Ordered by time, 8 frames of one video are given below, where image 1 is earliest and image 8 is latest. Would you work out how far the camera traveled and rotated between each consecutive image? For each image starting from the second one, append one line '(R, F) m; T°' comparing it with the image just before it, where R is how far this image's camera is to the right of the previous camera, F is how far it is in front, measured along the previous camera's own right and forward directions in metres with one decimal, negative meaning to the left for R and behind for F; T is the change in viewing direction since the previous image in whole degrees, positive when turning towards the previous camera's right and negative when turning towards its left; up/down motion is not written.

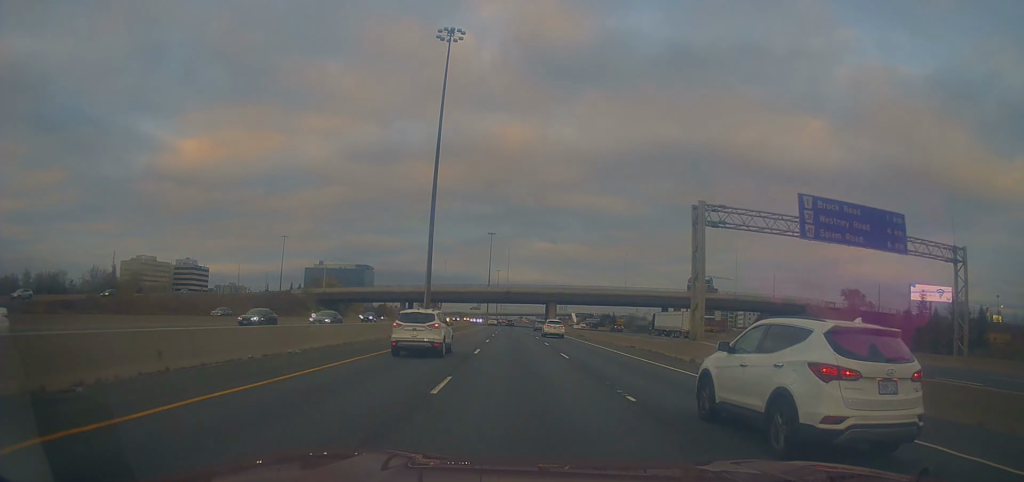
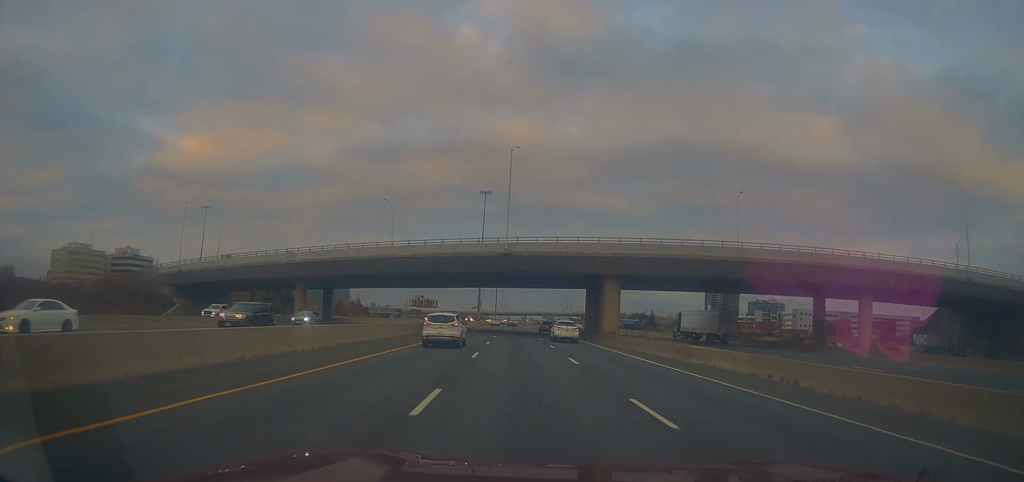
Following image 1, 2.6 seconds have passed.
(-1.4, +76.0) m; 0°
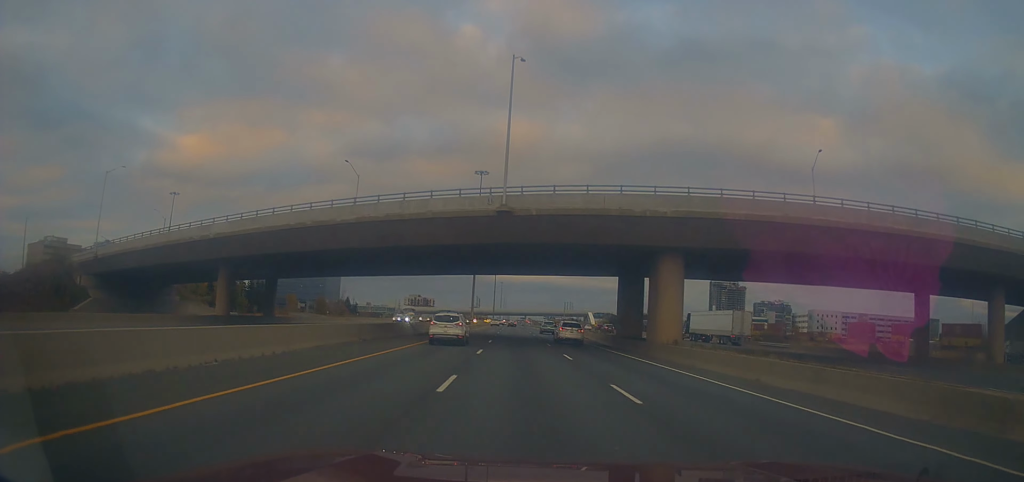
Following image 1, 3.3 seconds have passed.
(+0.2, +21.7) m; 0°
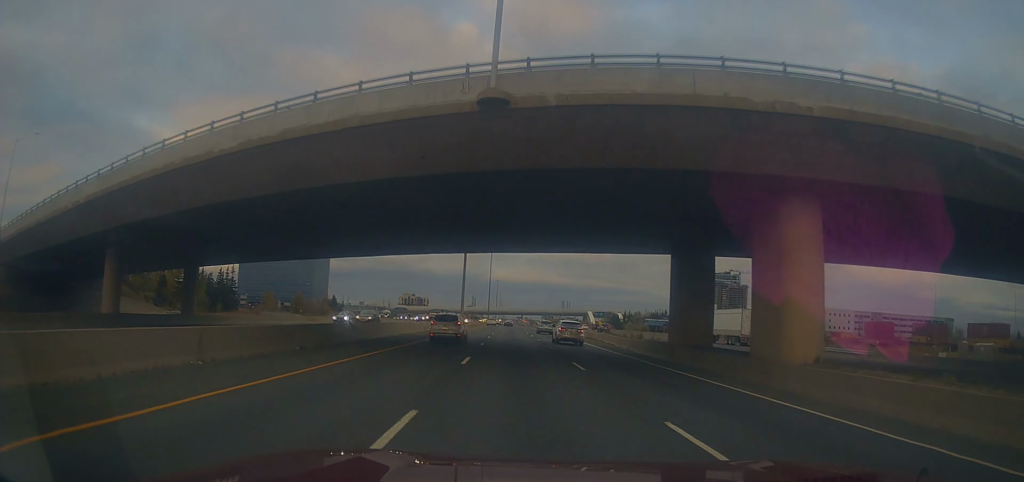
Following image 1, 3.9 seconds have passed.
(+0.2, +17.8) m; -1°
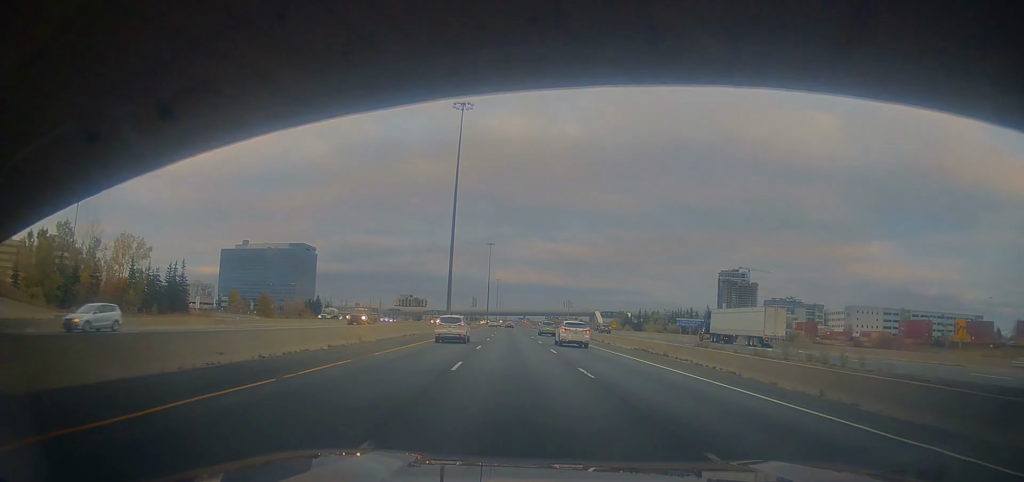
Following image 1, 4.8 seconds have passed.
(-0.6, +26.7) m; -2°
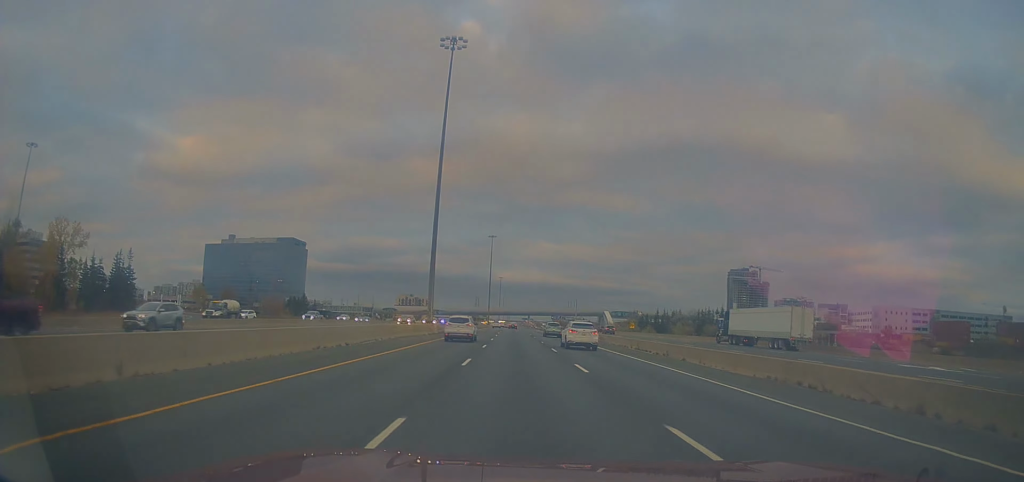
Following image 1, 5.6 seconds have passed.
(-0.2, +22.7) m; +1°
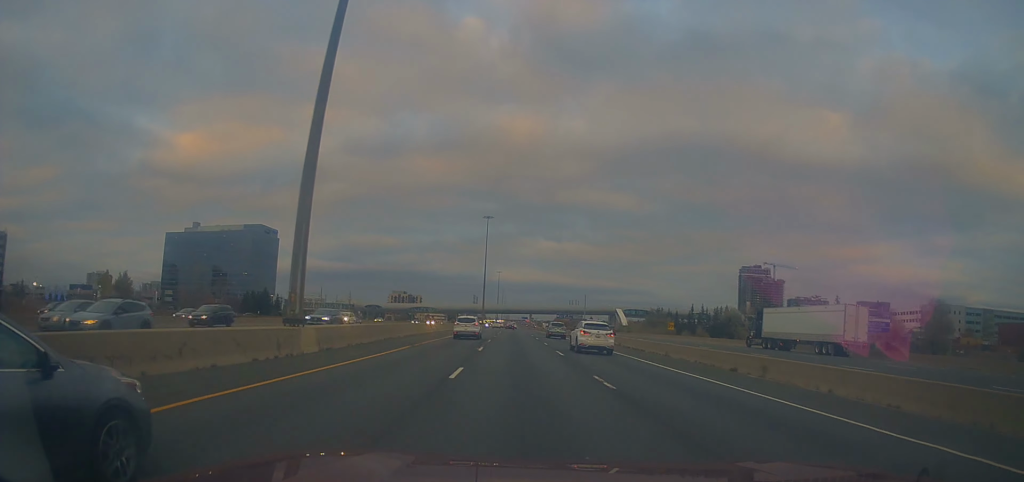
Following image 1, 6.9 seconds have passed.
(+0.9, +40.4) m; +1°
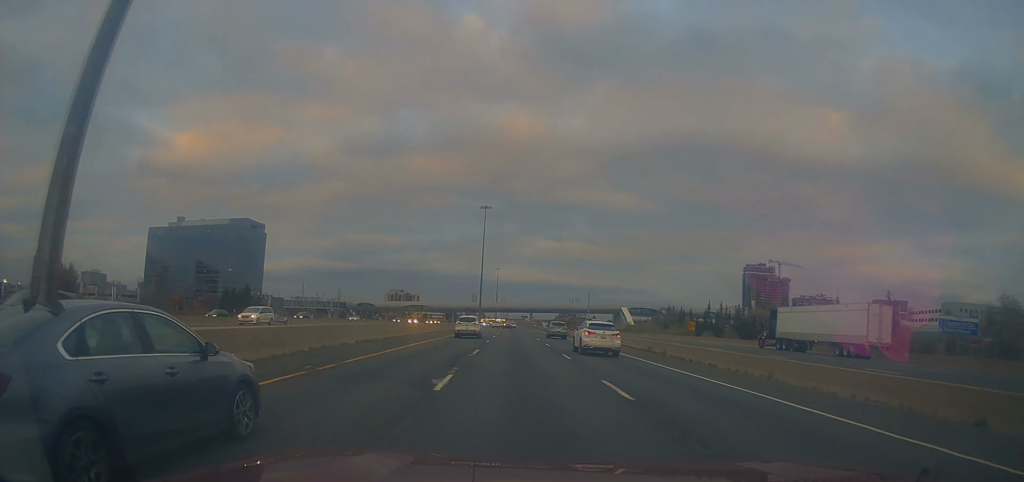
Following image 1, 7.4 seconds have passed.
(-0.2, +14.7) m; 0°
